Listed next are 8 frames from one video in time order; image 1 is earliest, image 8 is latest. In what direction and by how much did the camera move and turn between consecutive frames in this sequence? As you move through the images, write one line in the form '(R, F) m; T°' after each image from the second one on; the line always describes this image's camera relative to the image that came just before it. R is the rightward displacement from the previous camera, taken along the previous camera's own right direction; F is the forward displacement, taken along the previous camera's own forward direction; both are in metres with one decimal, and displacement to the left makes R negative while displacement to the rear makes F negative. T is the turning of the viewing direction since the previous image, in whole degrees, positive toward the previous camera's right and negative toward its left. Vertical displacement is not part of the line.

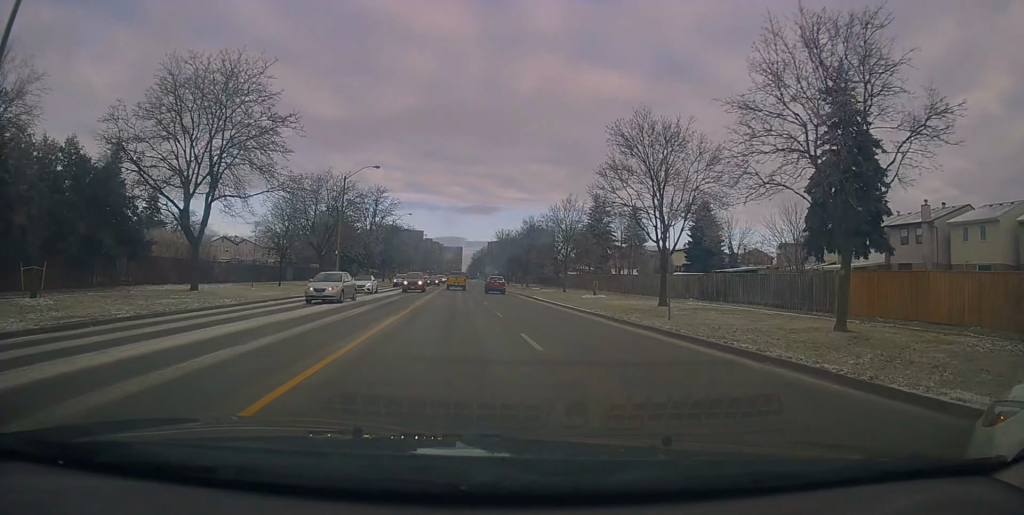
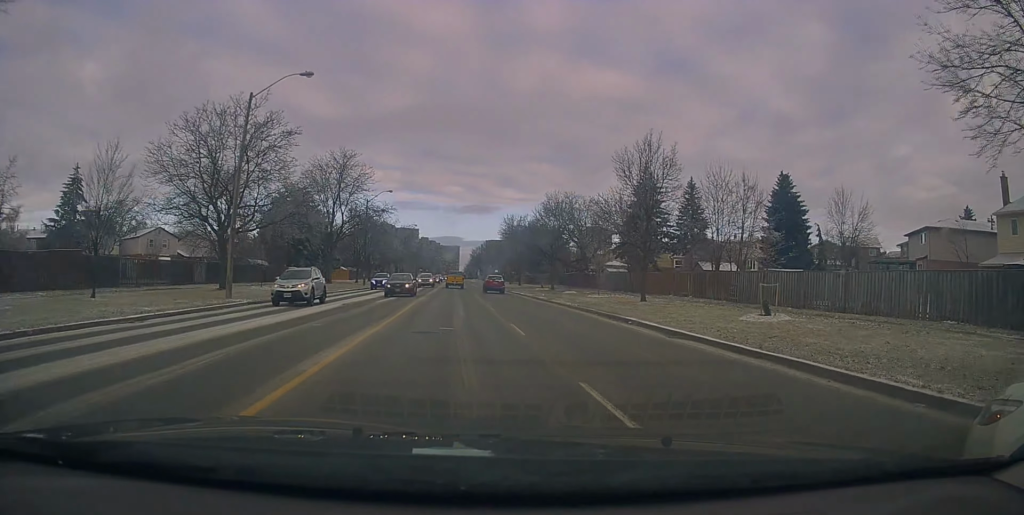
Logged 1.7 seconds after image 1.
(-0.1, +24.9) m; -1°
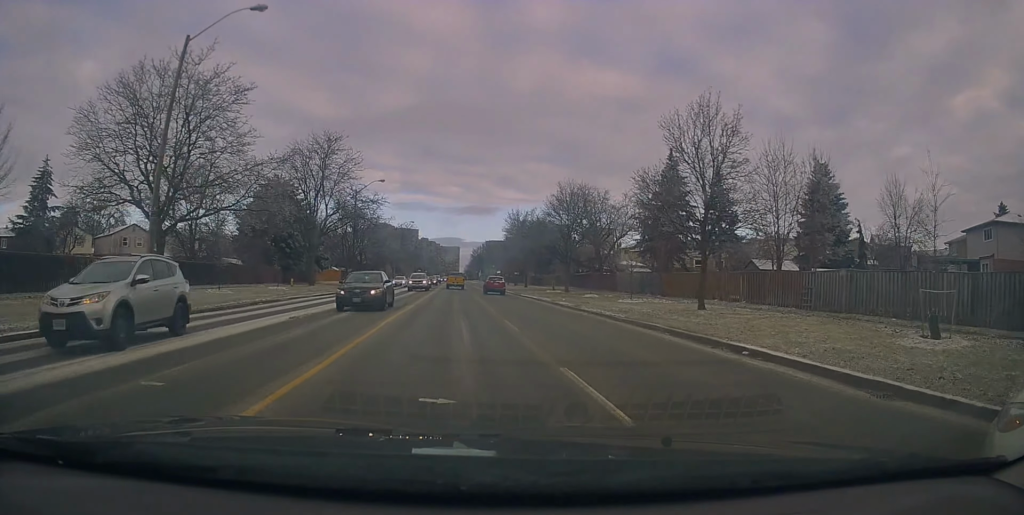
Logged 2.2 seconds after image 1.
(+0.2, +7.6) m; -1°
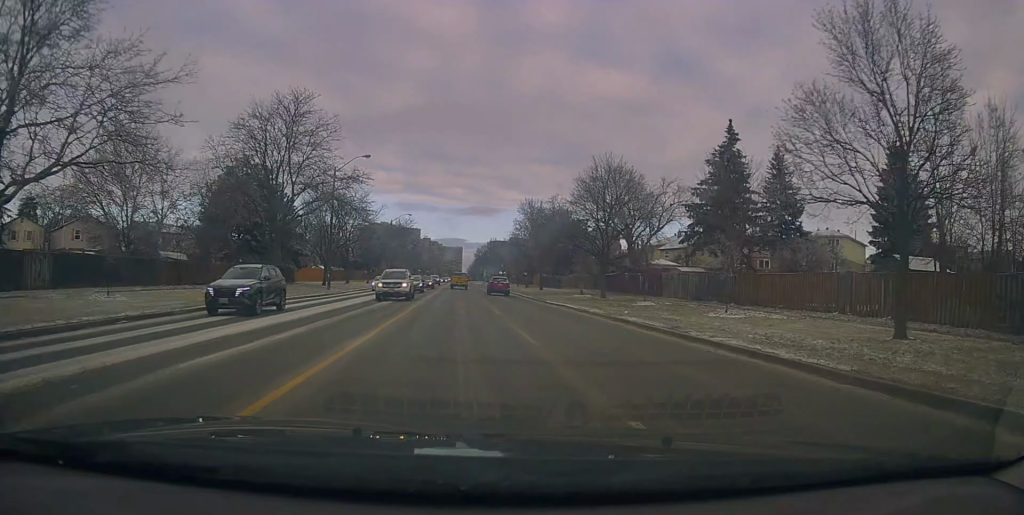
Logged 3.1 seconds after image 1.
(-0.4, +12.8) m; -1°
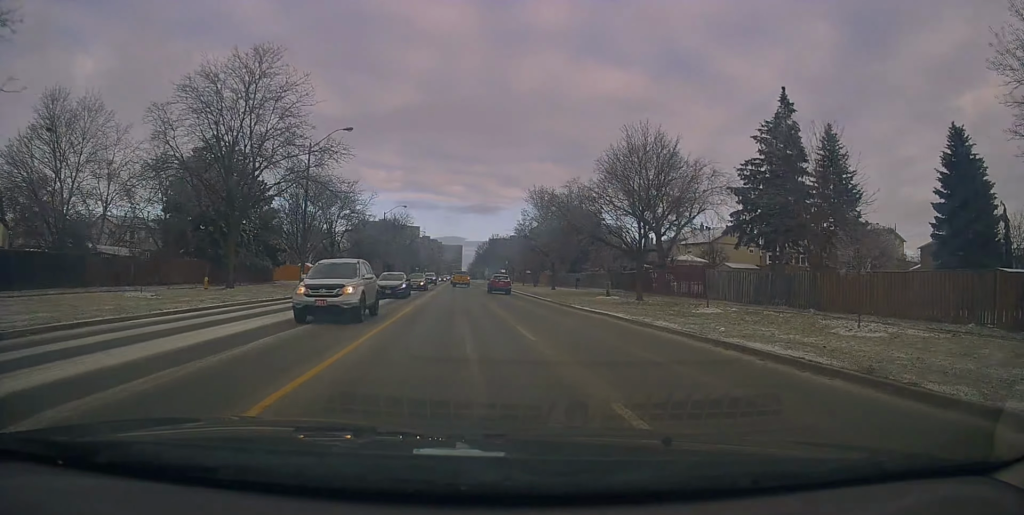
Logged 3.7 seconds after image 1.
(0.0, +8.9) m; 0°
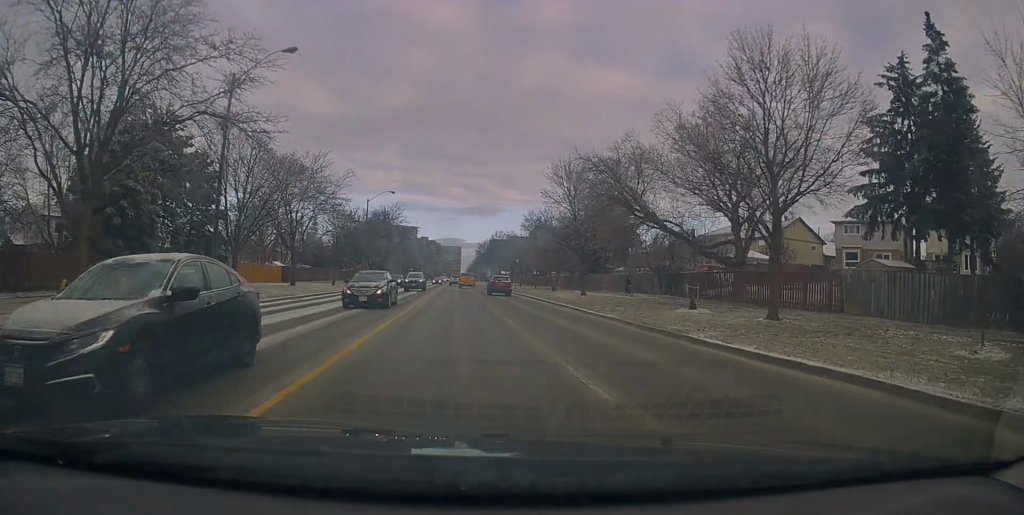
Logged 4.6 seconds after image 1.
(+0.1, +14.8) m; 0°
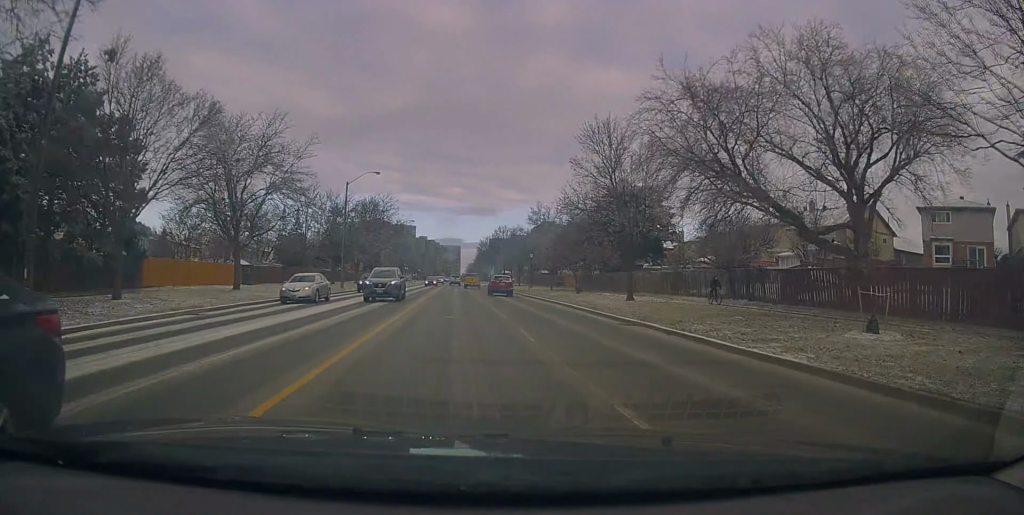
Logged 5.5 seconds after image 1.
(-0.2, +12.7) m; +1°
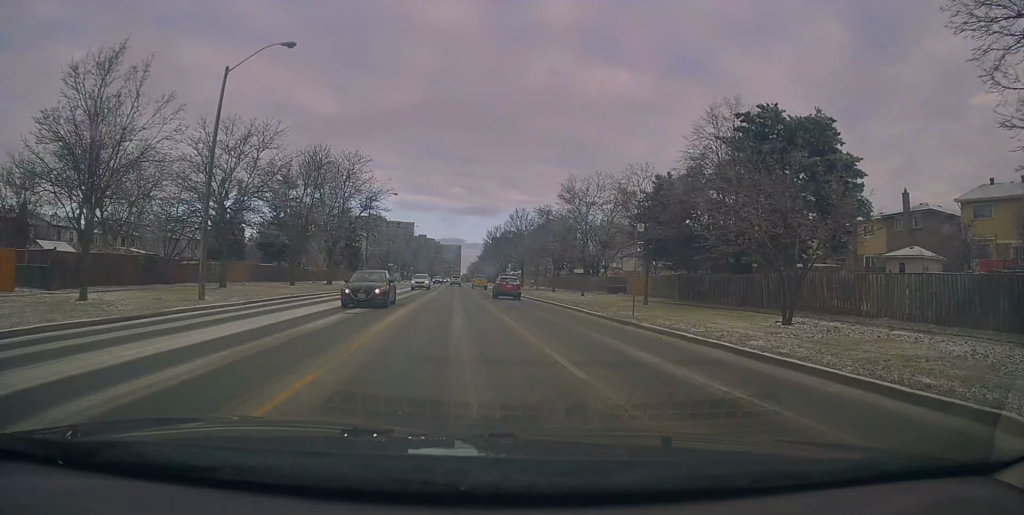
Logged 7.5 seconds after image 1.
(0.0, +32.1) m; 0°
